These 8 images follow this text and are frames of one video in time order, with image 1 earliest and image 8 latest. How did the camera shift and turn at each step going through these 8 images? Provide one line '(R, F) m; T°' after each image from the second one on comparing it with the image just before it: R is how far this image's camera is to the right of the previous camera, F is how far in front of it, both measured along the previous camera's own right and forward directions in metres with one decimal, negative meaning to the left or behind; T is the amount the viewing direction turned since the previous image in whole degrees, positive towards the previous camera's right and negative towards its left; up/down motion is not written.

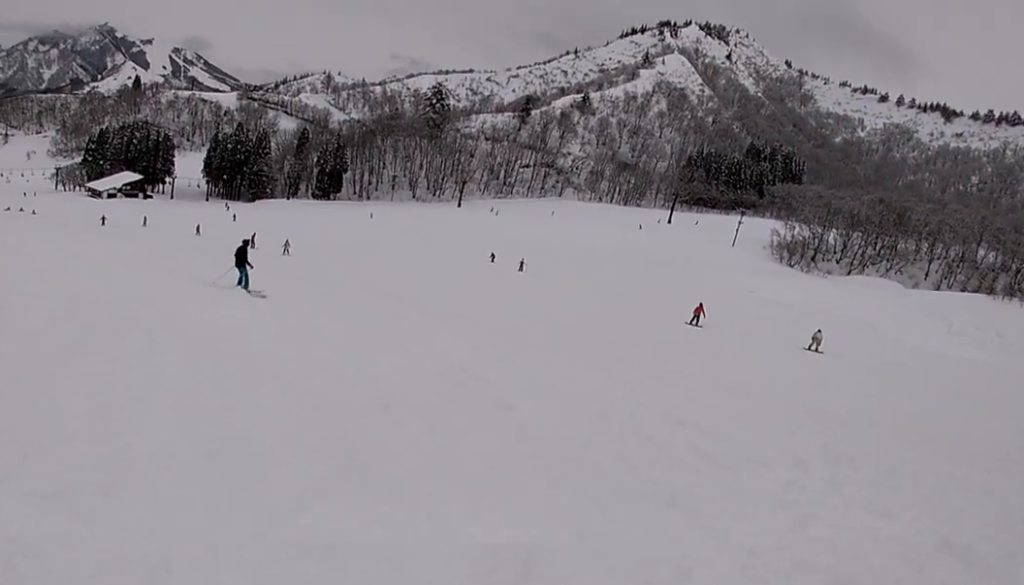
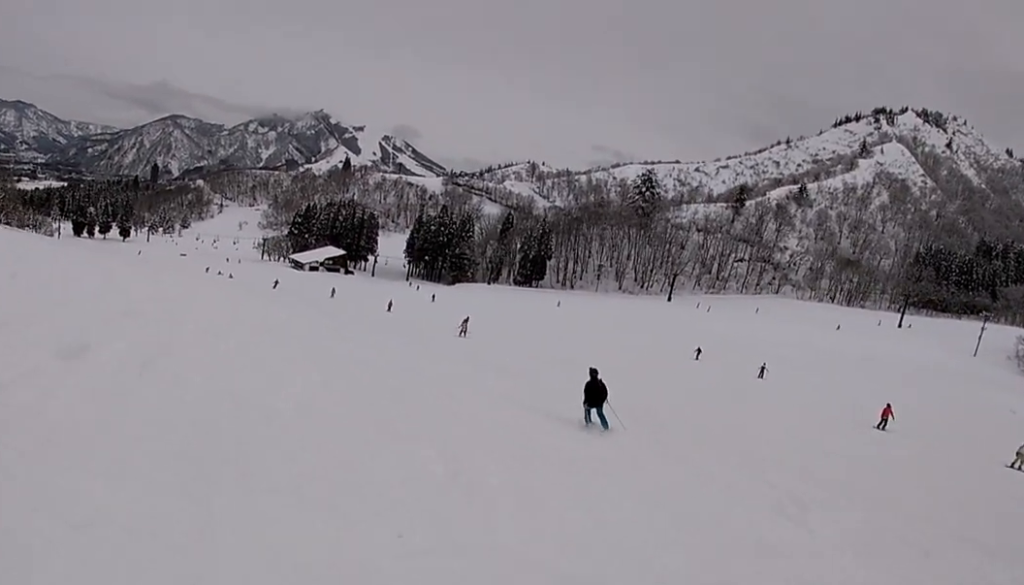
(-3.0, +7.5) m; -25°
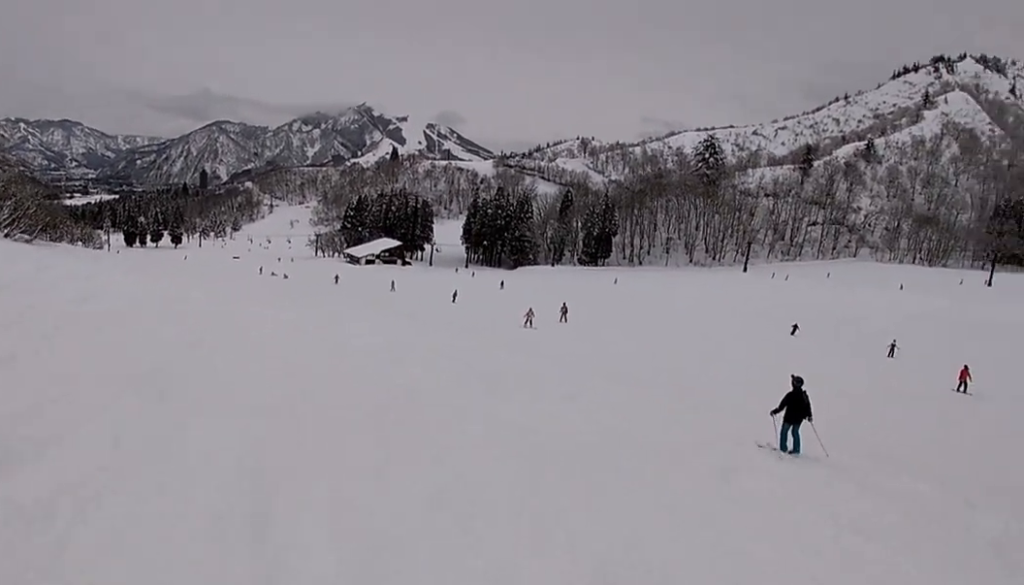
(-0.2, +6.8) m; -8°
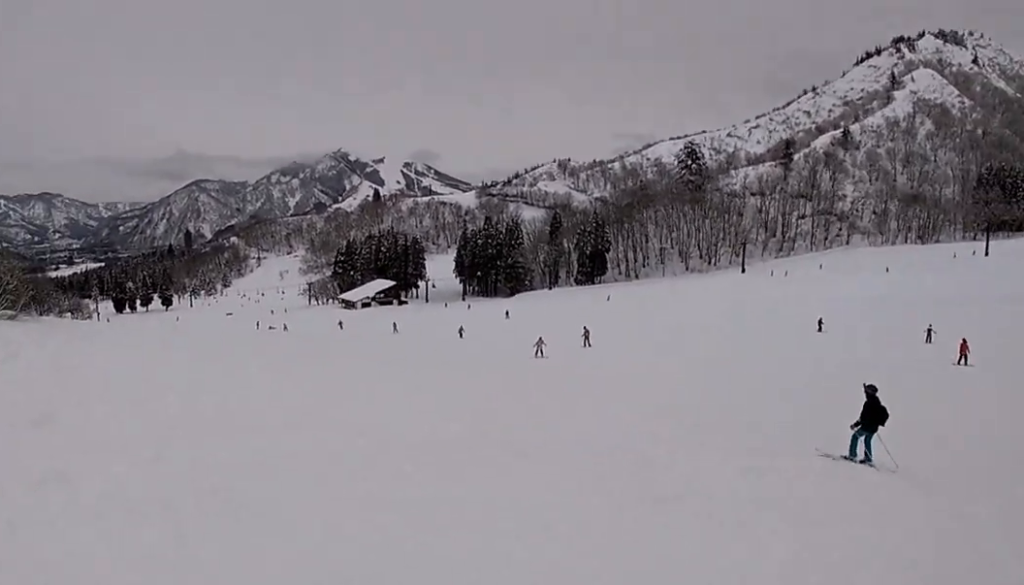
(-0.5, +3.9) m; -4°
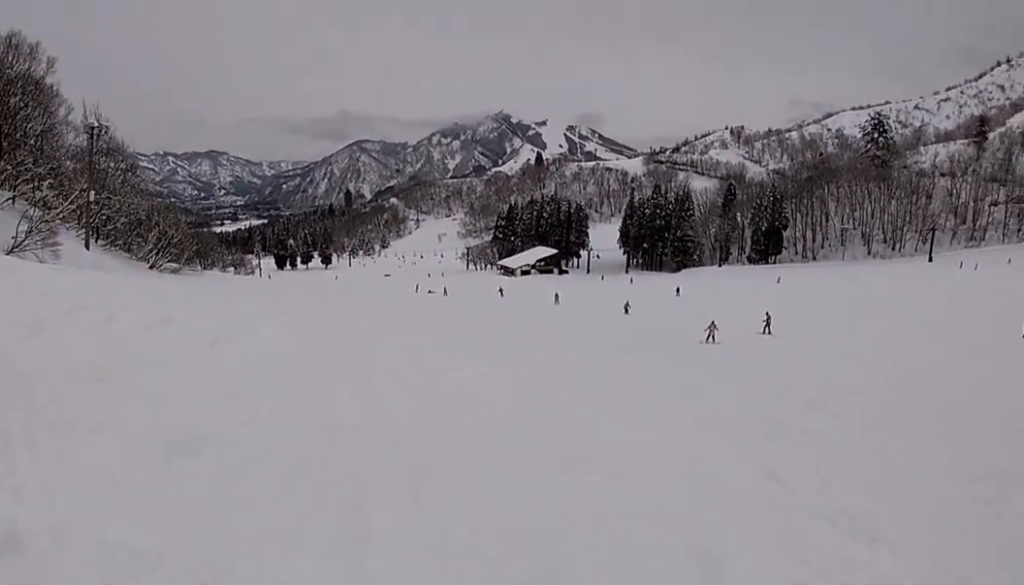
(-0.1, +2.8) m; -3°
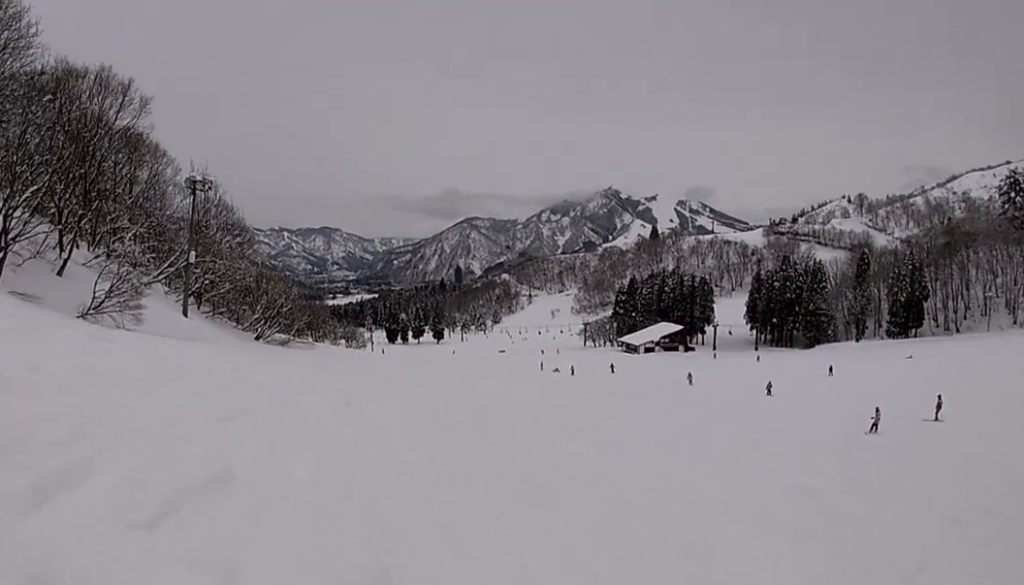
(-0.3, +7.8) m; -9°
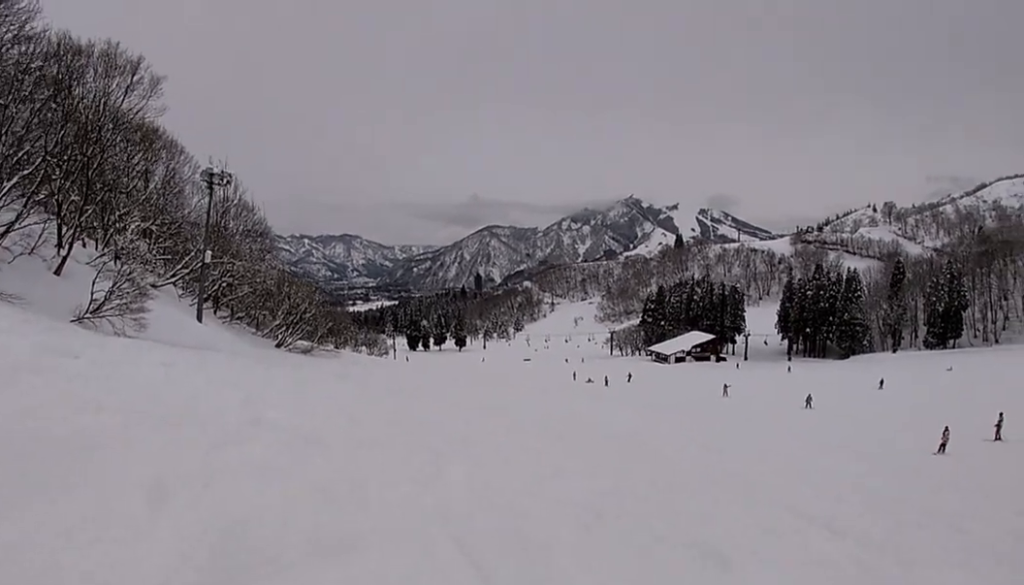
(-0.5, +4.6) m; -8°
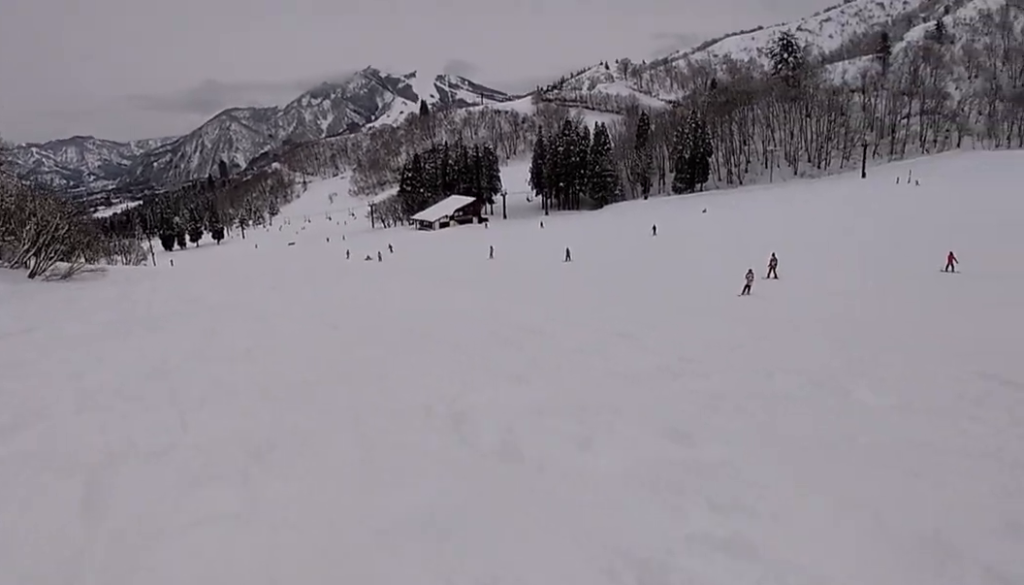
(0.0, +6.8) m; +10°
